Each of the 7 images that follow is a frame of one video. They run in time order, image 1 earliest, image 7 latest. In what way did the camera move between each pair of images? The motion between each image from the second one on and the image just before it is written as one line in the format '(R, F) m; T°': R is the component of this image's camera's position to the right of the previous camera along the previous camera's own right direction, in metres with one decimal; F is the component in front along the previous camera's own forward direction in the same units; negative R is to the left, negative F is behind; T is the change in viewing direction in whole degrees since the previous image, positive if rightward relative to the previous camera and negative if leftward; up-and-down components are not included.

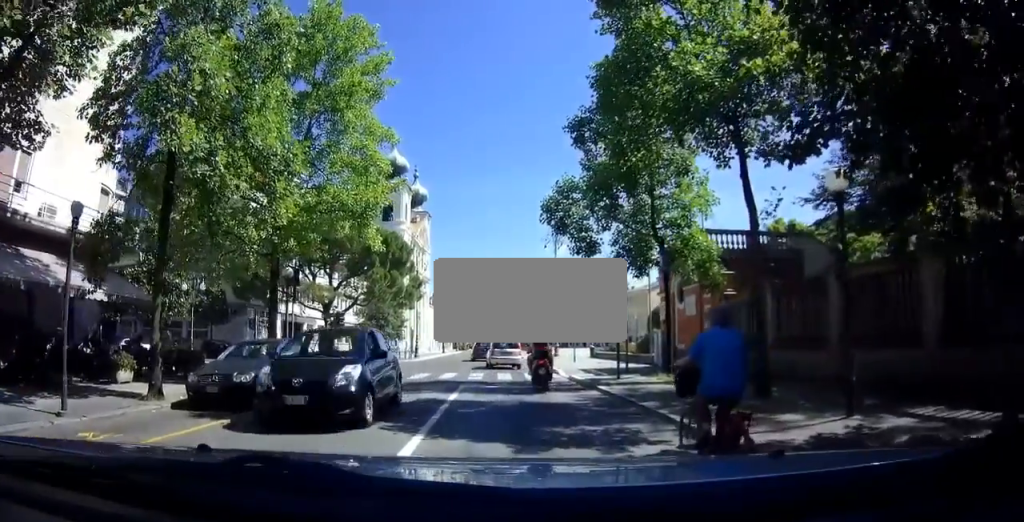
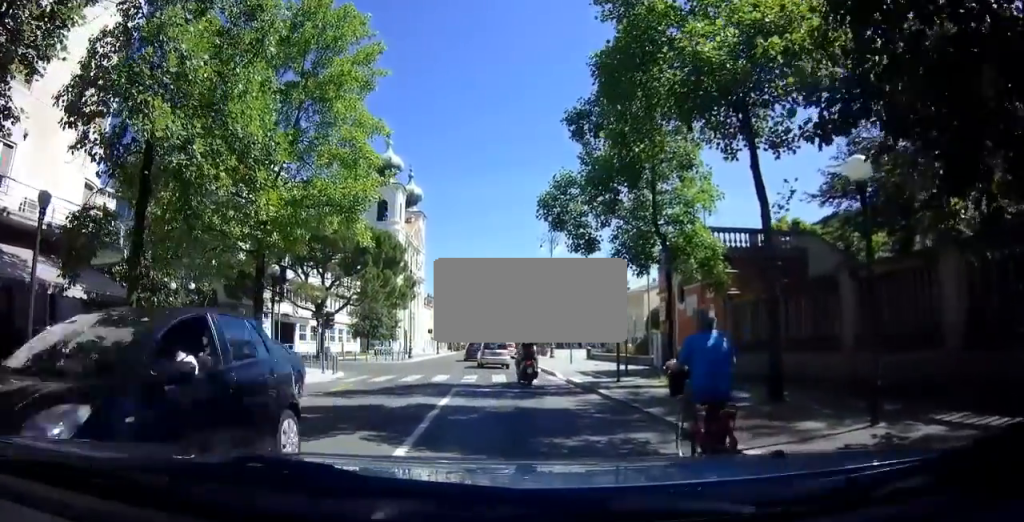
(0.0, +0.8) m; +1°
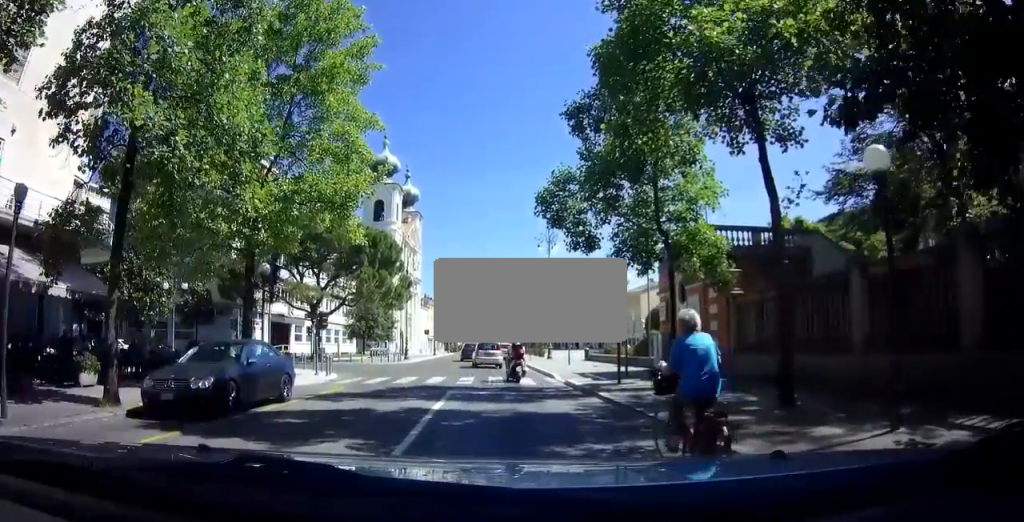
(0.0, +0.7) m; 0°
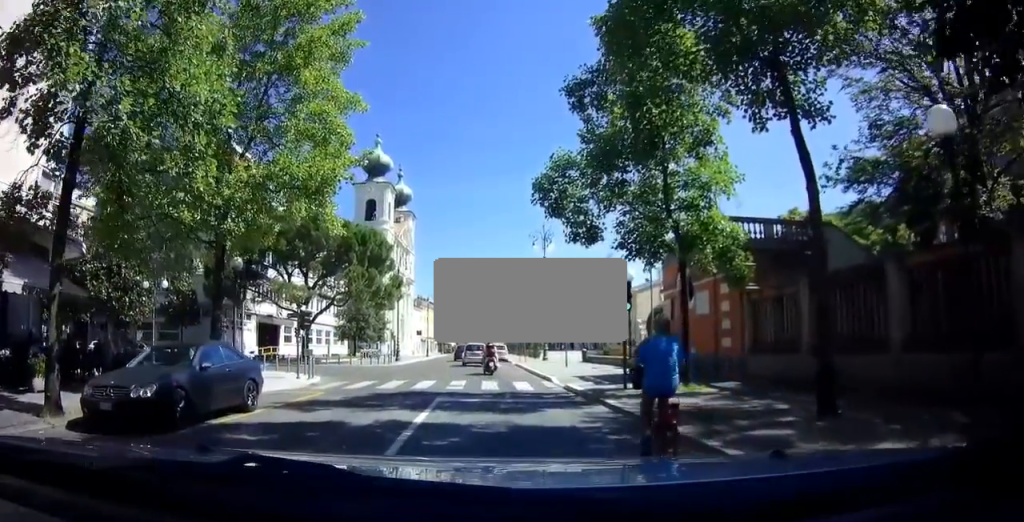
(-0.1, +2.2) m; -2°
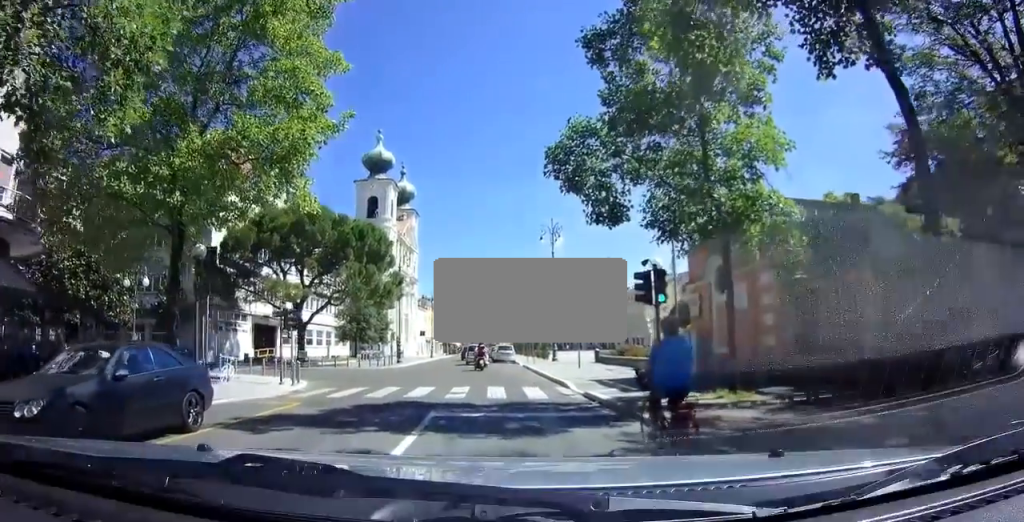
(+0.1, +3.7) m; +3°
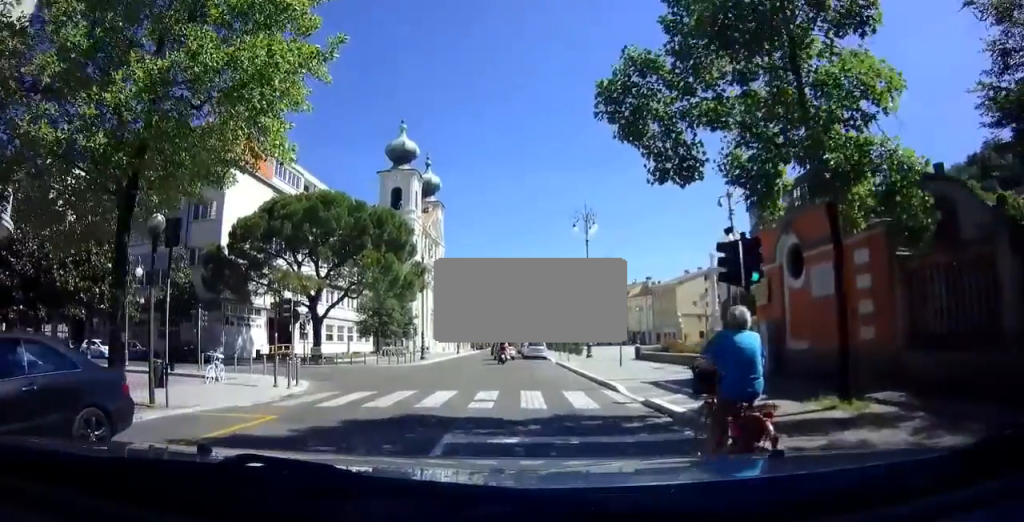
(+0.1, +4.0) m; 0°
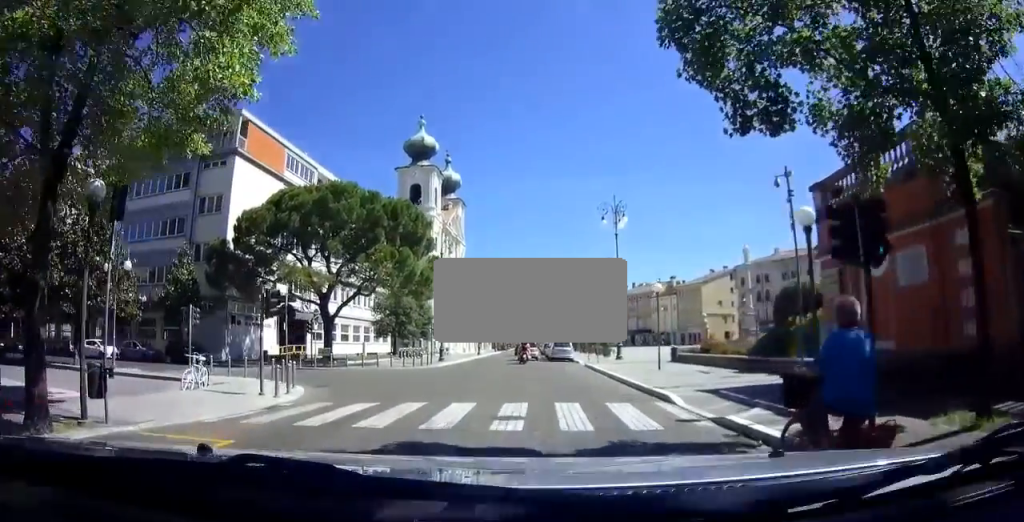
(0.0, +2.9) m; -1°
